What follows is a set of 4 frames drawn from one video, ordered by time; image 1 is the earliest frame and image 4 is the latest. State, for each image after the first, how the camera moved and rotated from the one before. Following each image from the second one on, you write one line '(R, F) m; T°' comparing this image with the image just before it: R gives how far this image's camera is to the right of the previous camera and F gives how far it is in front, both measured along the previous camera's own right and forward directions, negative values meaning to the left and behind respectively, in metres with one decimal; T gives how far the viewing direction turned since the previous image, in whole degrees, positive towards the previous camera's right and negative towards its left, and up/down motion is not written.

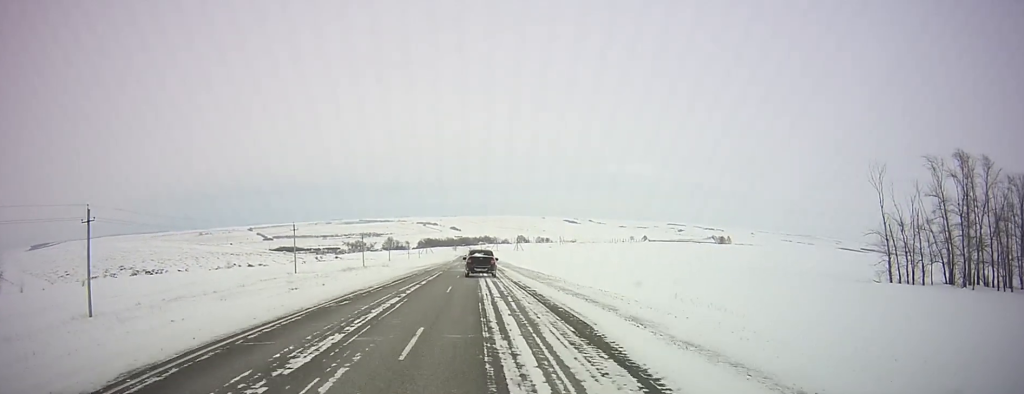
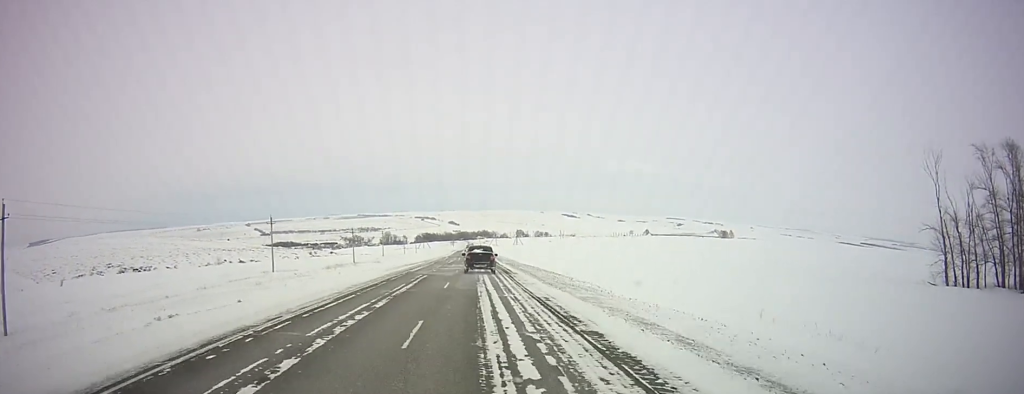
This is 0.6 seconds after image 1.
(0.0, +11.1) m; 0°
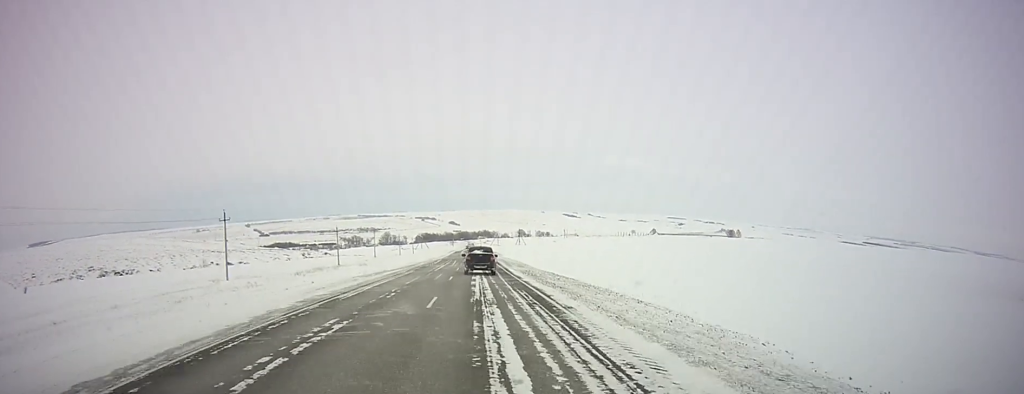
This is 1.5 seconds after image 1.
(0.0, +18.2) m; 0°
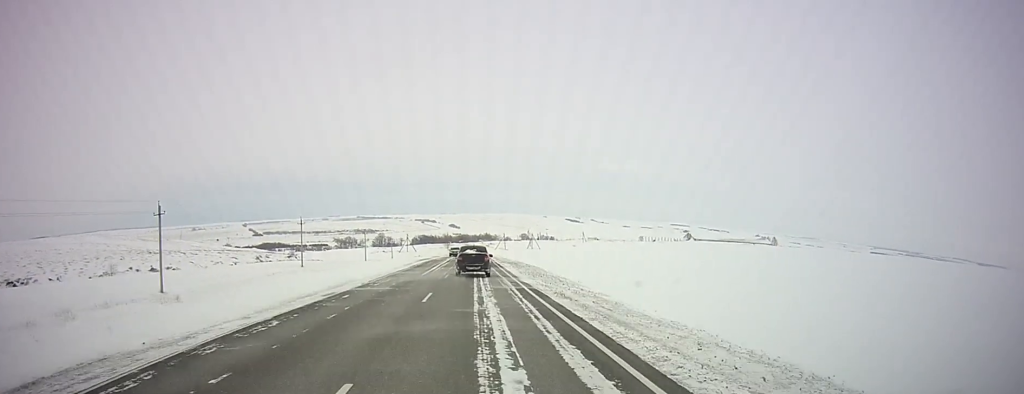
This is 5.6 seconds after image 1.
(+0.2, +80.3) m; 0°
